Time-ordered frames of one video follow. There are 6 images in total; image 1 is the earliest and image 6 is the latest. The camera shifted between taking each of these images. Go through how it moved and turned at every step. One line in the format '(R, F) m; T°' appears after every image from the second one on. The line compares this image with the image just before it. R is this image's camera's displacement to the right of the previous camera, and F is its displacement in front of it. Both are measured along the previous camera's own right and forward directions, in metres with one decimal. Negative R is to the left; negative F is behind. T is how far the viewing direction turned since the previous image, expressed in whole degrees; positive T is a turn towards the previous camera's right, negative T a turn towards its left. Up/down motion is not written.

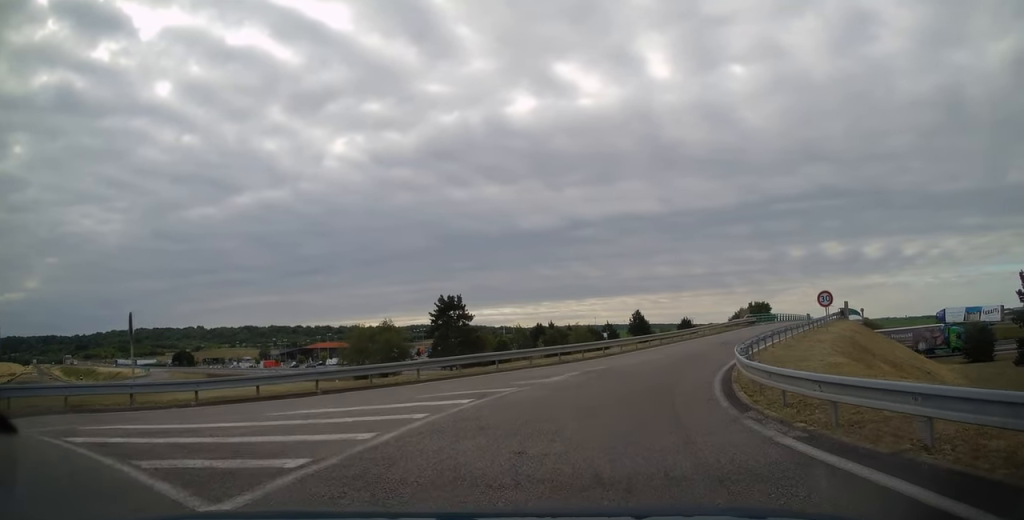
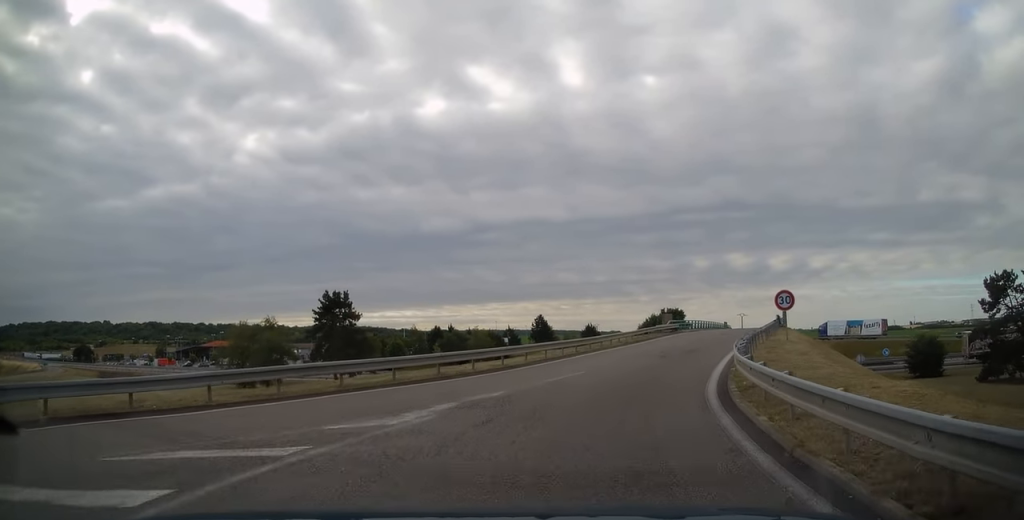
(+0.3, +7.9) m; +7°
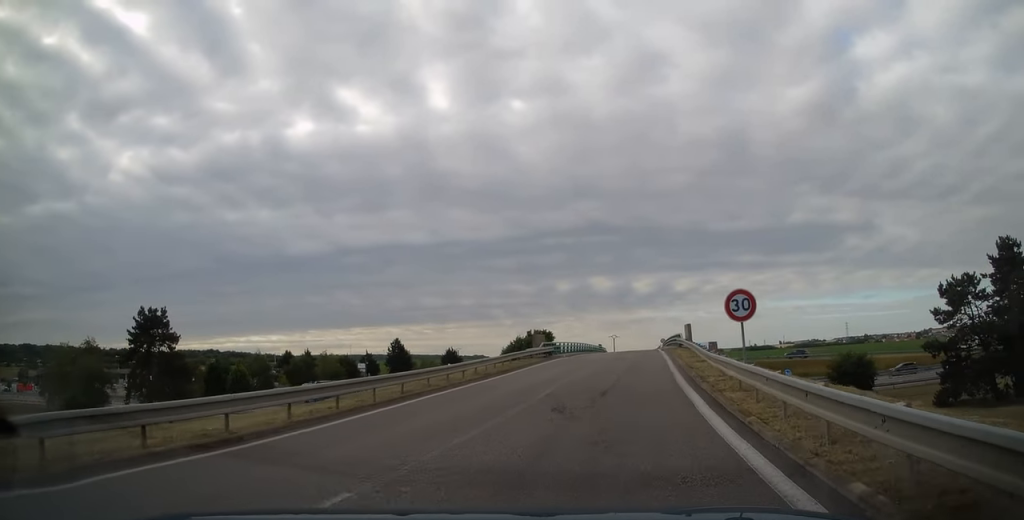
(+1.2, +11.6) m; +11°
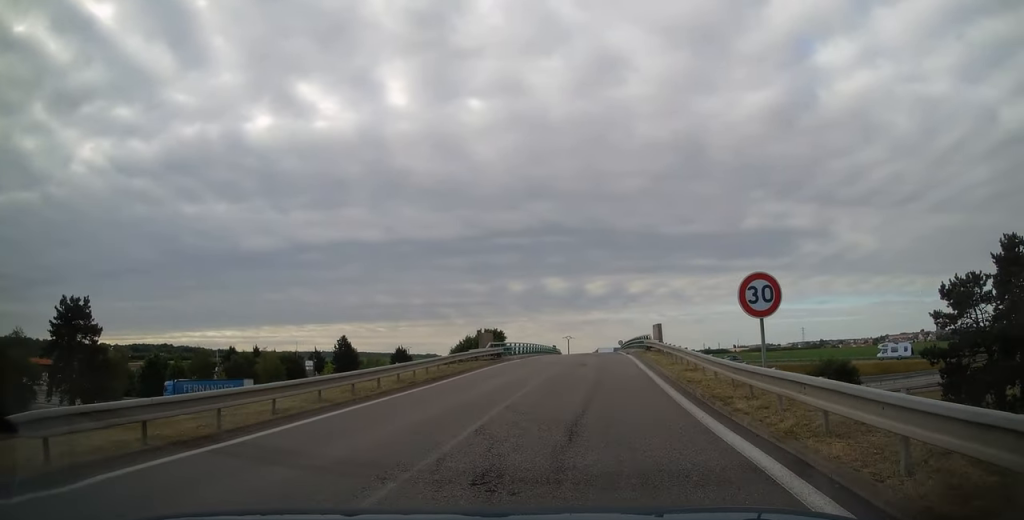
(+0.3, +5.8) m; +4°
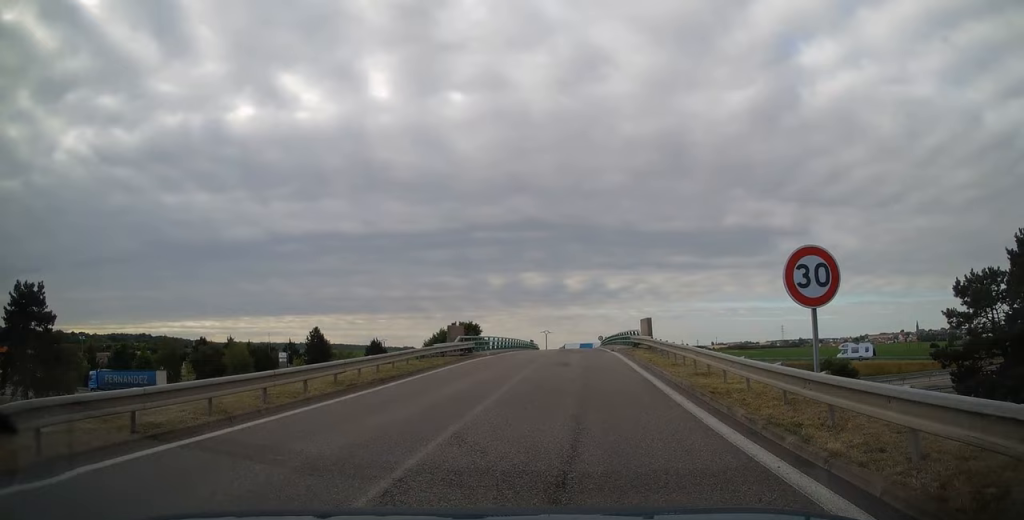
(+0.1, +4.0) m; +2°
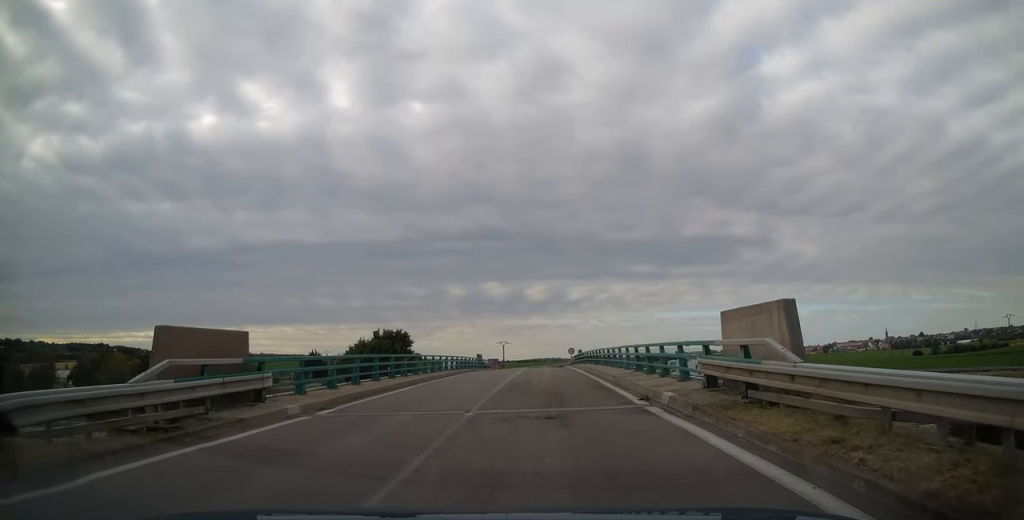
(+1.4, +25.6) m; 0°
